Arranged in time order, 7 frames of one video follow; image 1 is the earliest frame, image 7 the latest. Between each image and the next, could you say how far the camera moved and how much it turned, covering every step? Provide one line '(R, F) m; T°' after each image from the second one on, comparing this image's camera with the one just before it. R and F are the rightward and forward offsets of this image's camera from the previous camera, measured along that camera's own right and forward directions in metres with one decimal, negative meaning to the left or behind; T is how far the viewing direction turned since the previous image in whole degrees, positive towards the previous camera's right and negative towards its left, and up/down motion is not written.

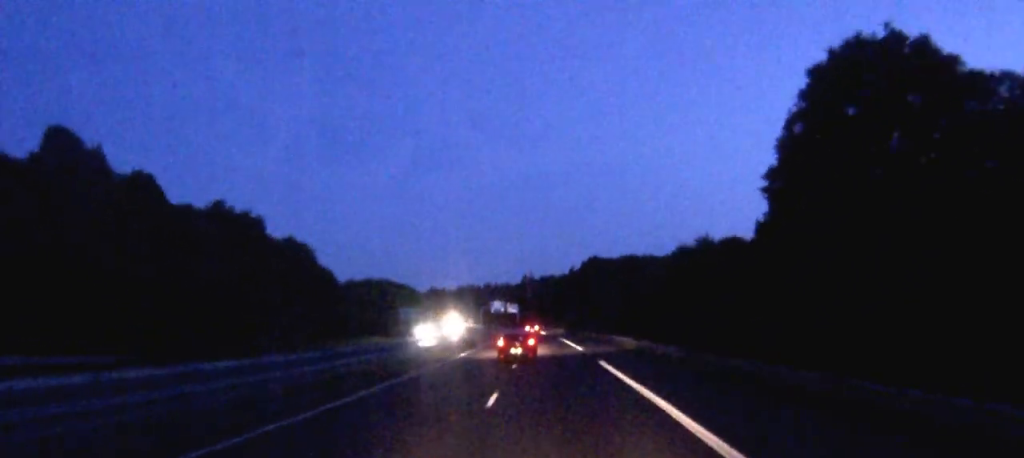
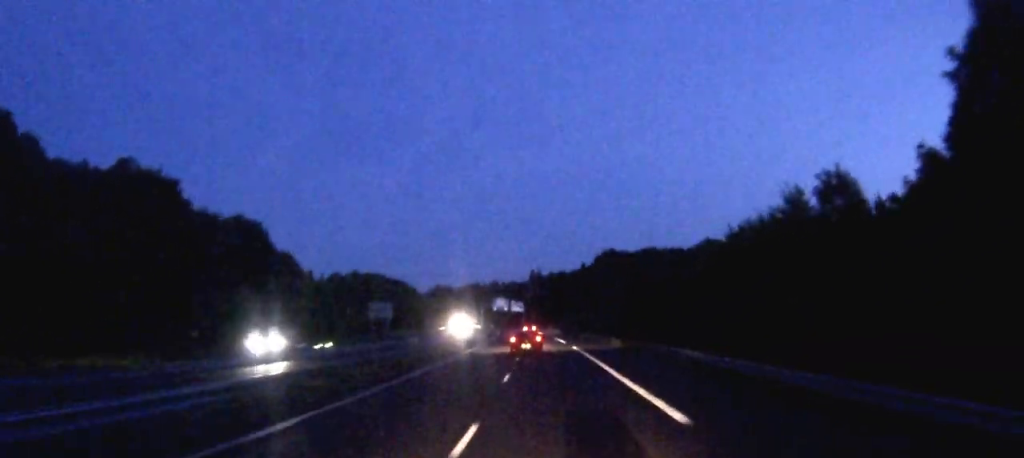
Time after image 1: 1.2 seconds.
(-0.2, +31.8) m; -1°
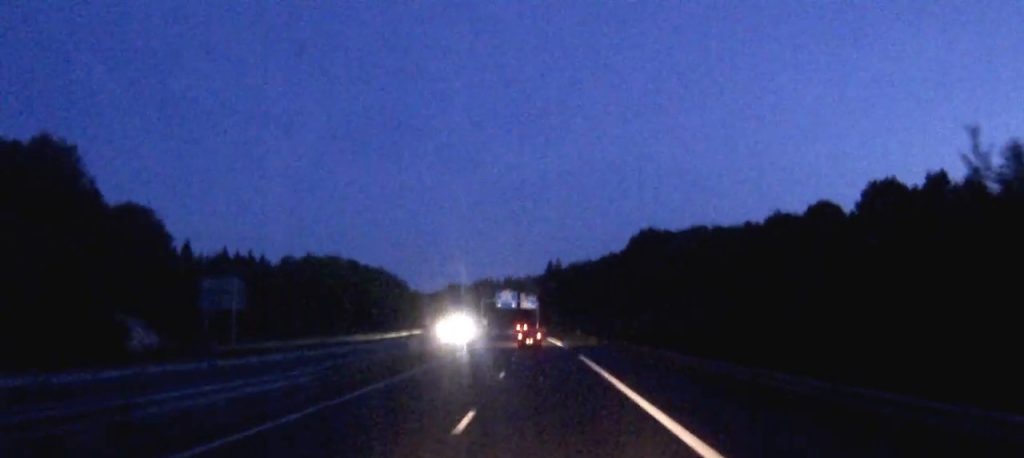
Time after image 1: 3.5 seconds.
(-0.8, +62.0) m; -2°
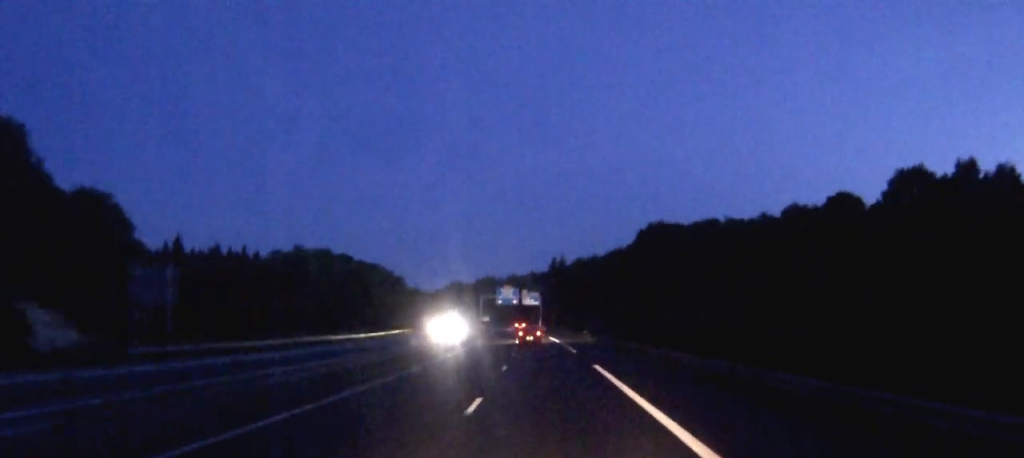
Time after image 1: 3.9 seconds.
(0.0, +10.7) m; 0°
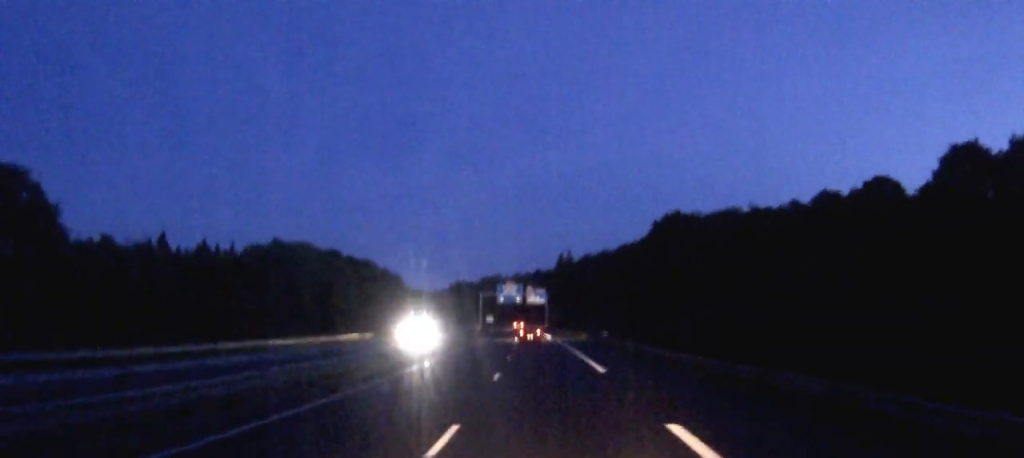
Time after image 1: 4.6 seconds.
(-0.1, +17.9) m; 0°
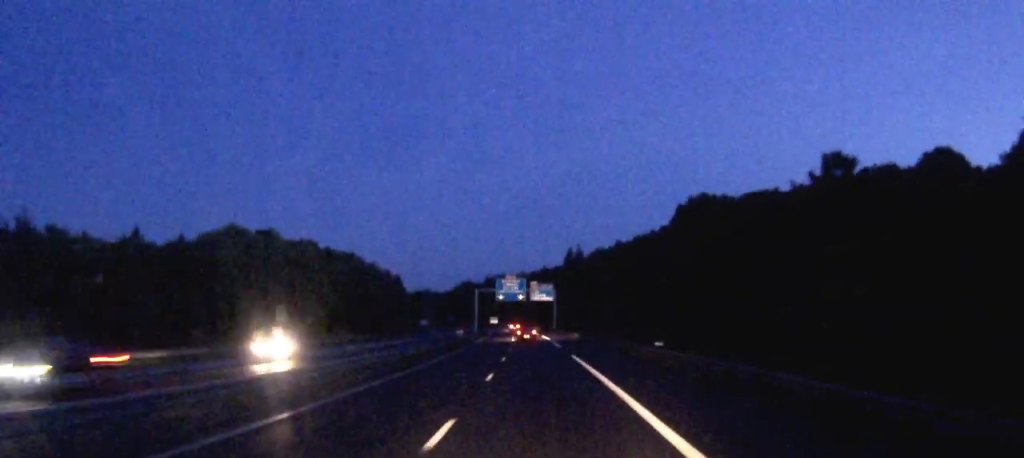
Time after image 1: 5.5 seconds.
(-0.1, +25.0) m; -1°
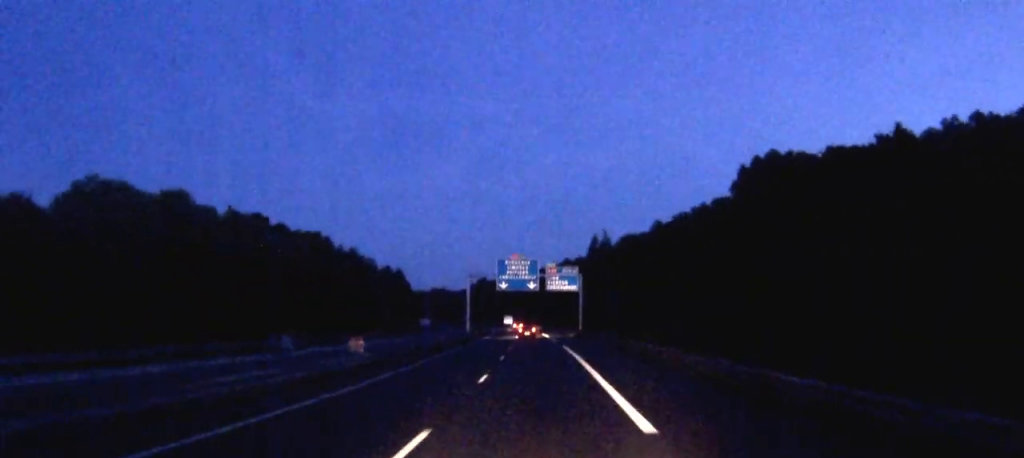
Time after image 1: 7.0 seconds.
(-0.6, +40.3) m; -2°
